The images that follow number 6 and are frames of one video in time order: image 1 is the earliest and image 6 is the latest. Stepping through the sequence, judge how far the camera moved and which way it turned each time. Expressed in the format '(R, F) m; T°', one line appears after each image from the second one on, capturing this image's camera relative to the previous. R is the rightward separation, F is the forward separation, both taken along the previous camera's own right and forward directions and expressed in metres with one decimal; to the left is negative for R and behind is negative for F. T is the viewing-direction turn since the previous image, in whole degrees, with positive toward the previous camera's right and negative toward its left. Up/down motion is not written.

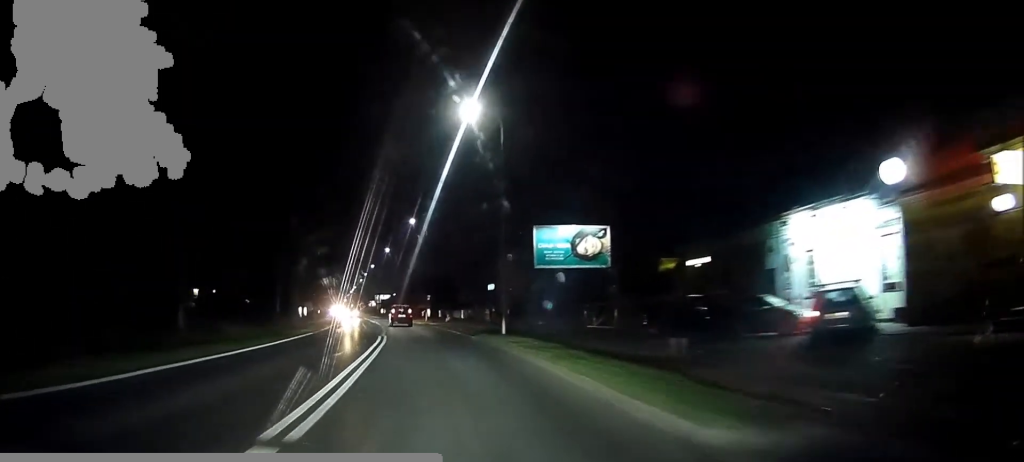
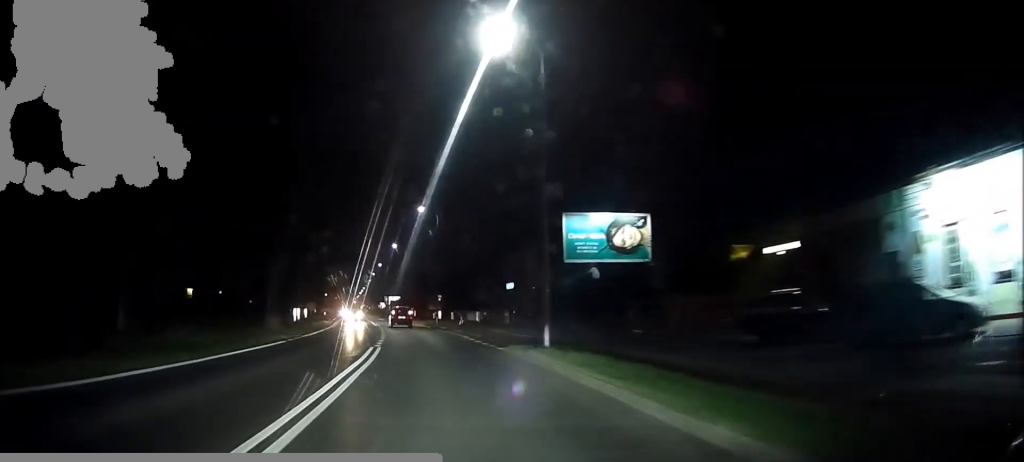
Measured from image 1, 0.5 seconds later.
(-0.2, +8.0) m; 0°
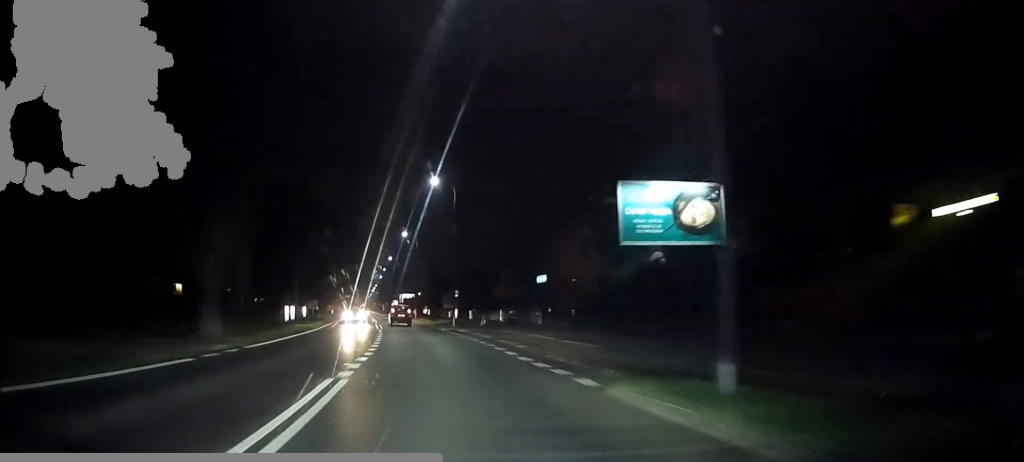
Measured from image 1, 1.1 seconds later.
(-0.2, +10.9) m; 0°
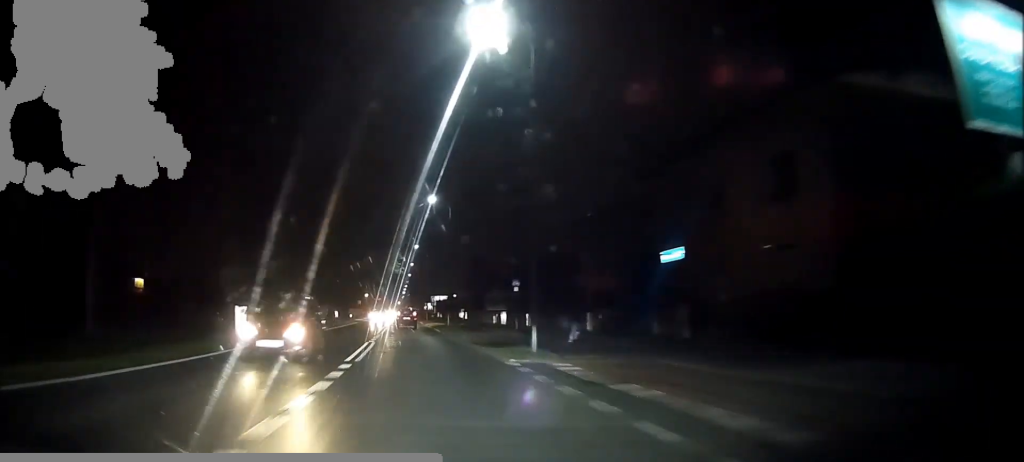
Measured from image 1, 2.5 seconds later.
(-0.2, +24.6) m; -3°
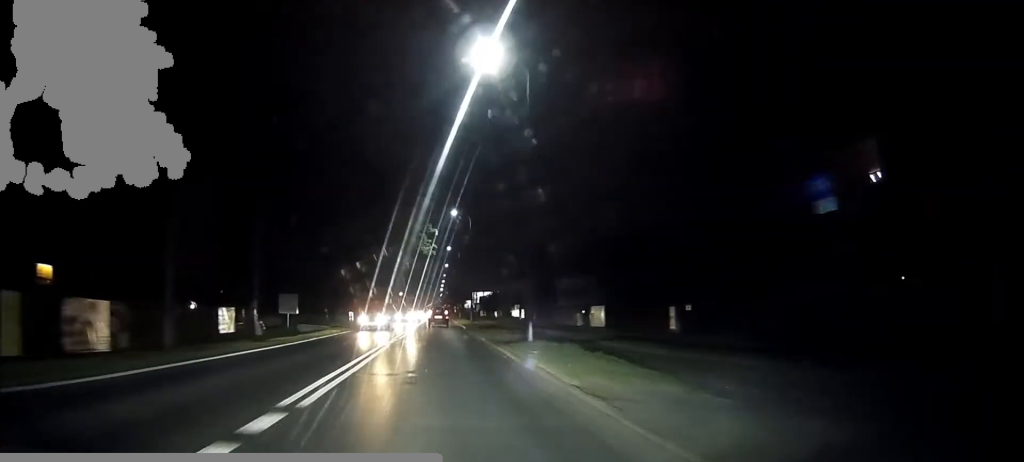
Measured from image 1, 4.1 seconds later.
(-0.7, +28.2) m; -1°
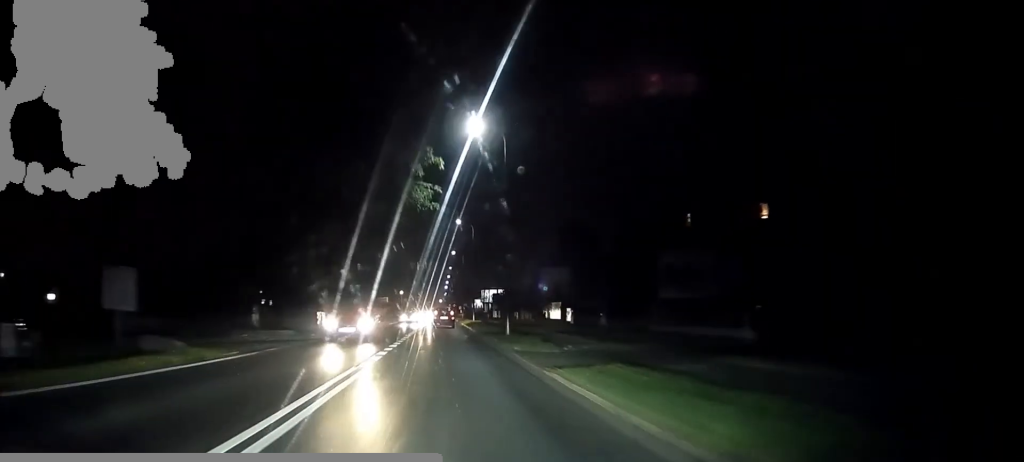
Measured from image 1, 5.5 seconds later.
(+0.1, +26.7) m; 0°
